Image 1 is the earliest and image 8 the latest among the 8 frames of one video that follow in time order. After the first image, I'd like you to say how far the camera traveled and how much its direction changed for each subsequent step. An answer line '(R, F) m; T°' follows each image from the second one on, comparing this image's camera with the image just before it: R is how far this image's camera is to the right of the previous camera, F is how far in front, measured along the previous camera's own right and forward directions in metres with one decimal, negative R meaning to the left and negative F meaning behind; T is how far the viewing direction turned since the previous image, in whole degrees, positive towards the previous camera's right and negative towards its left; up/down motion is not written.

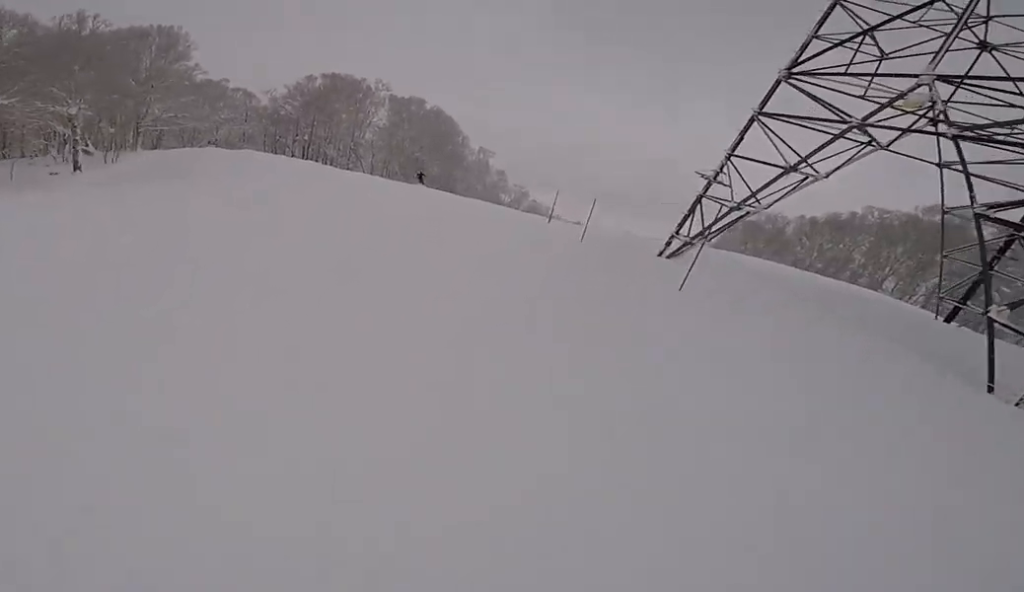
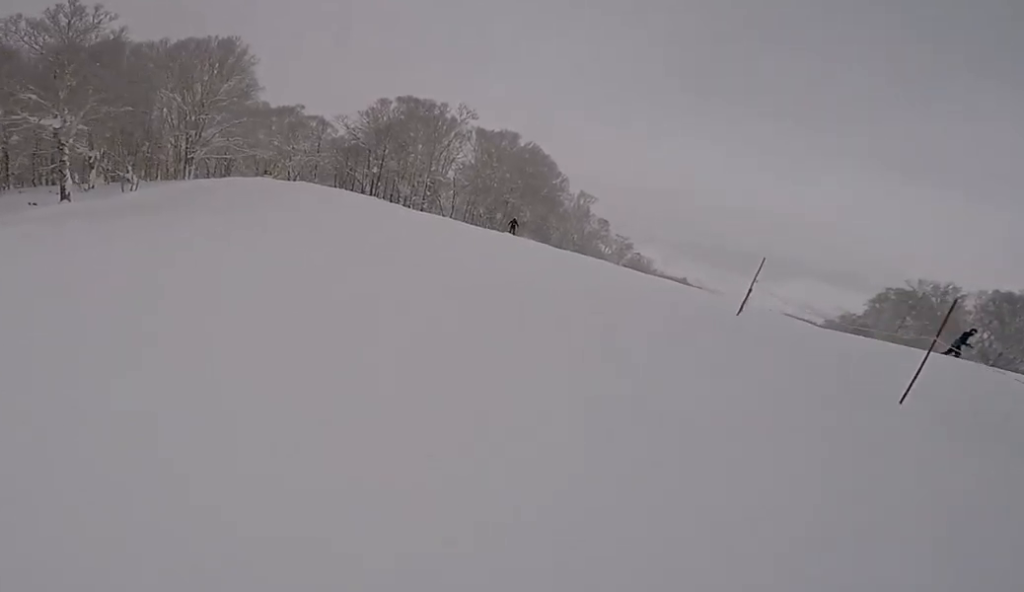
(-0.9, +8.8) m; -7°
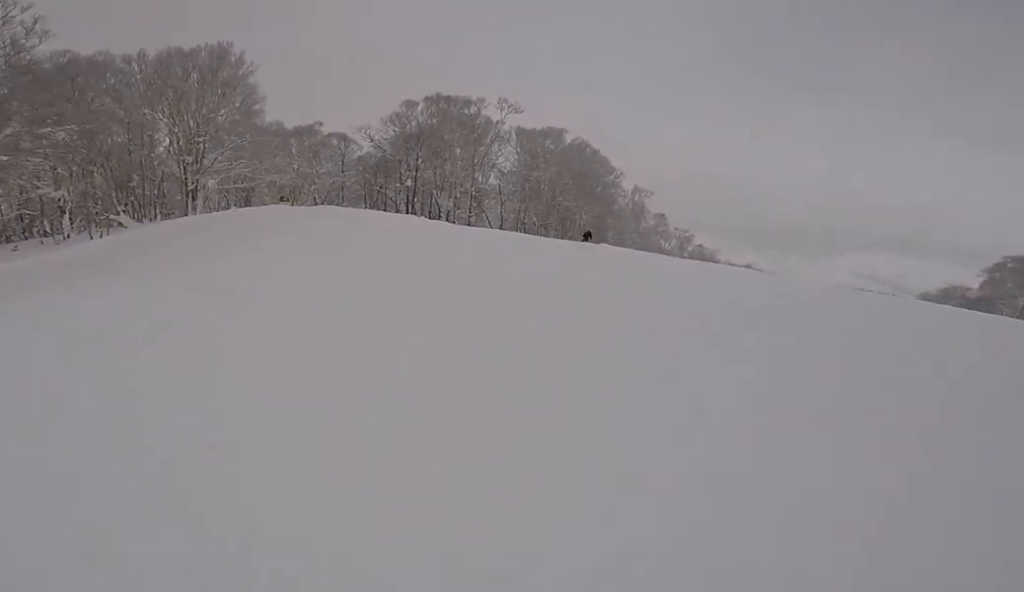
(-0.5, +7.4) m; +7°
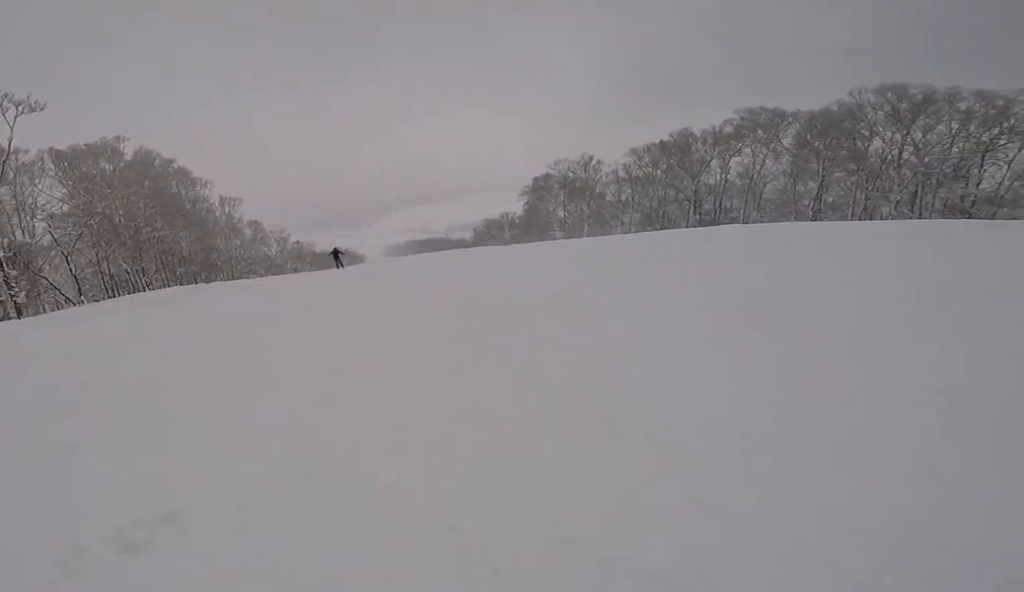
(+5.4, +13.3) m; +38°
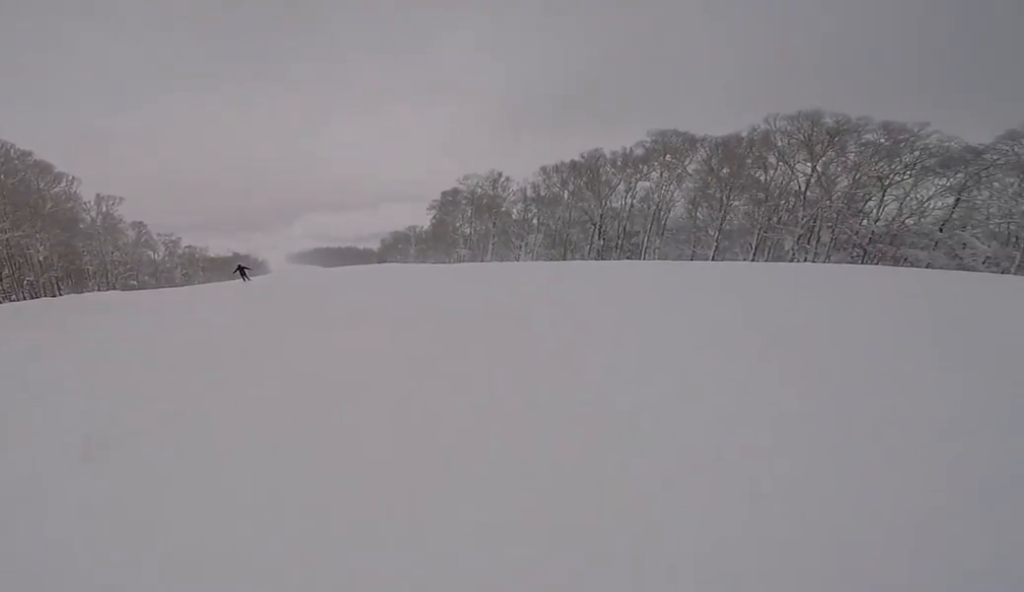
(+0.4, +5.6) m; -5°
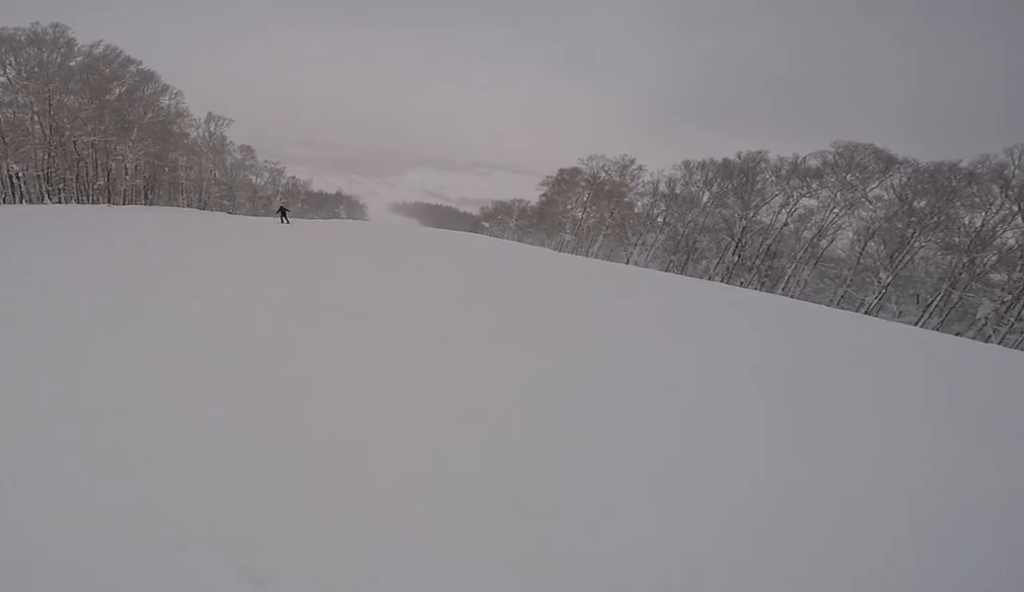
(-0.9, +6.3) m; -10°
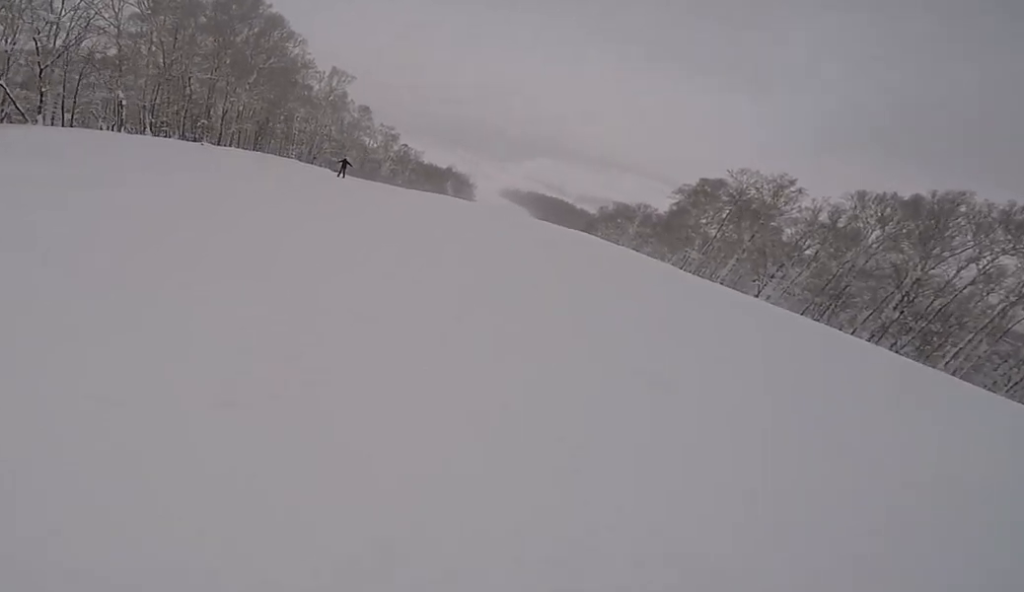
(-0.2, +4.4) m; -5°
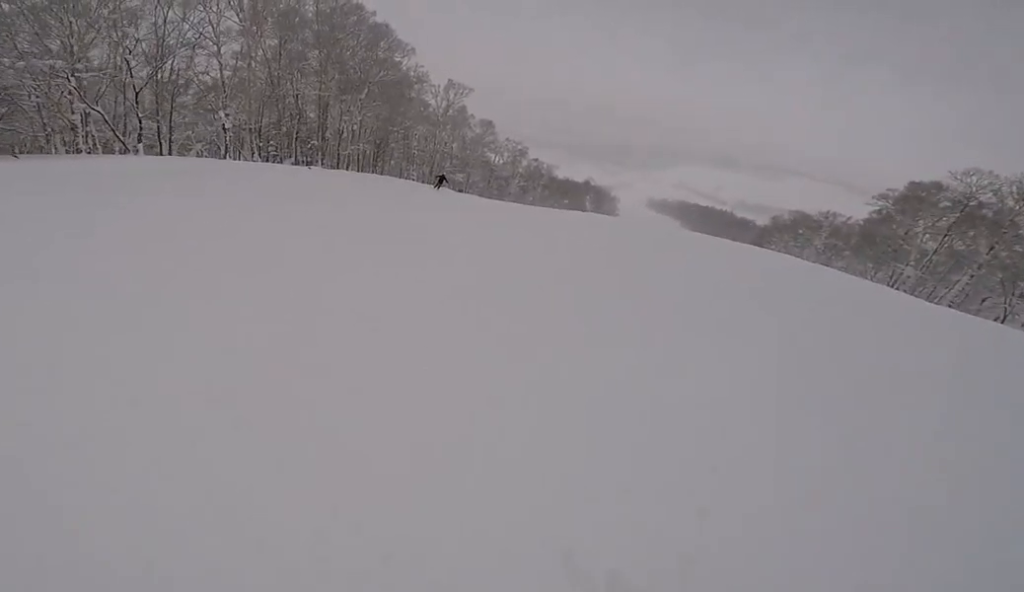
(-0.2, +5.6) m; +2°
